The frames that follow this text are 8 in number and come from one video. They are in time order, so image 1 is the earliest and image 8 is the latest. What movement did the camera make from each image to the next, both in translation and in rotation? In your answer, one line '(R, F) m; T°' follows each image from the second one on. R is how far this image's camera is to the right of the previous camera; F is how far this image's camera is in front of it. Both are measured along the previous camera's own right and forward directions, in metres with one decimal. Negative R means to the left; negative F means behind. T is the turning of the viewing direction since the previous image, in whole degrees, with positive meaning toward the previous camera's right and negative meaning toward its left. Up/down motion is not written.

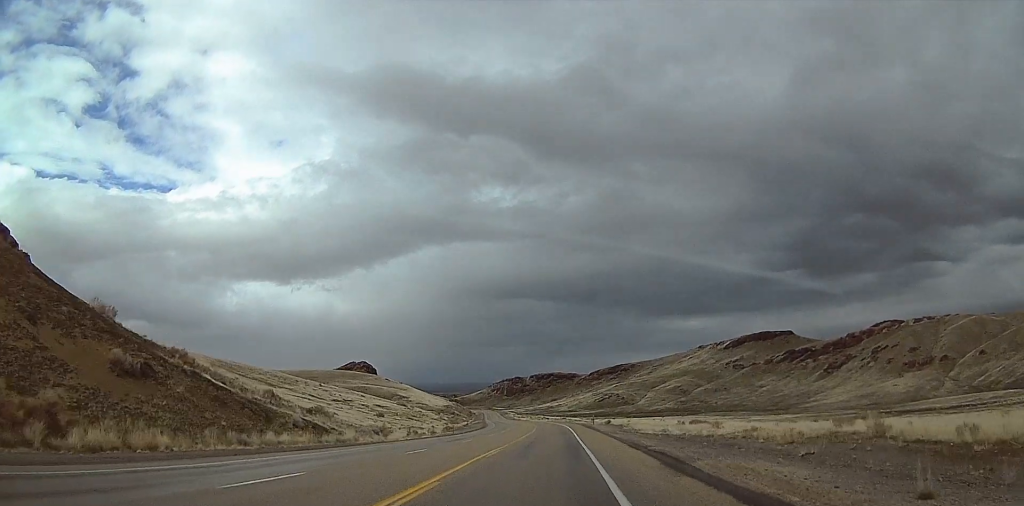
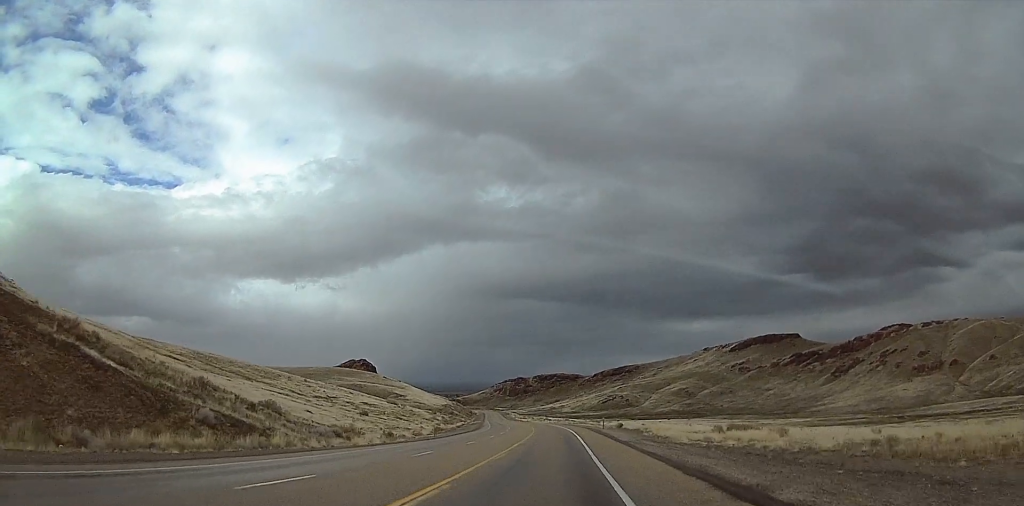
(+0.1, +14.8) m; -1°
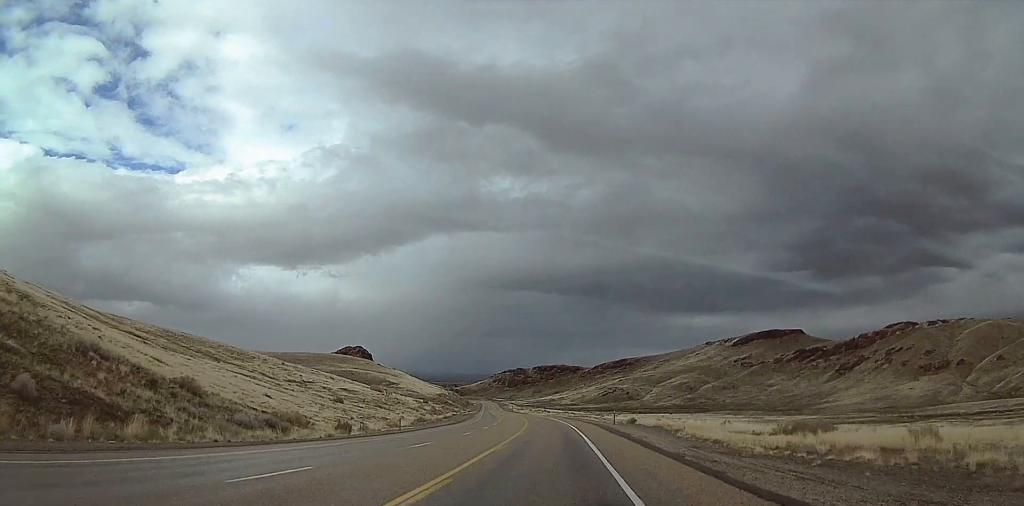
(-0.4, +15.7) m; -1°
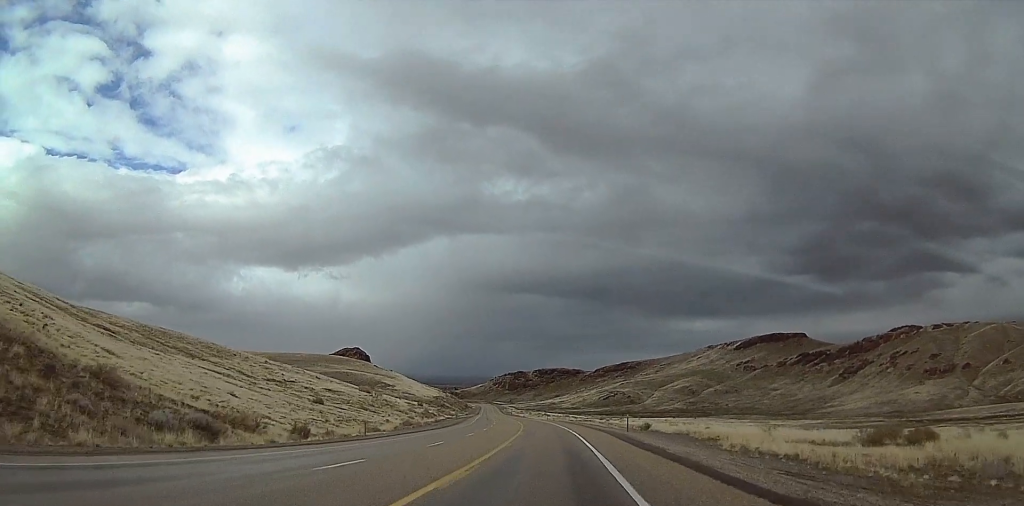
(-0.1, +10.7) m; 0°
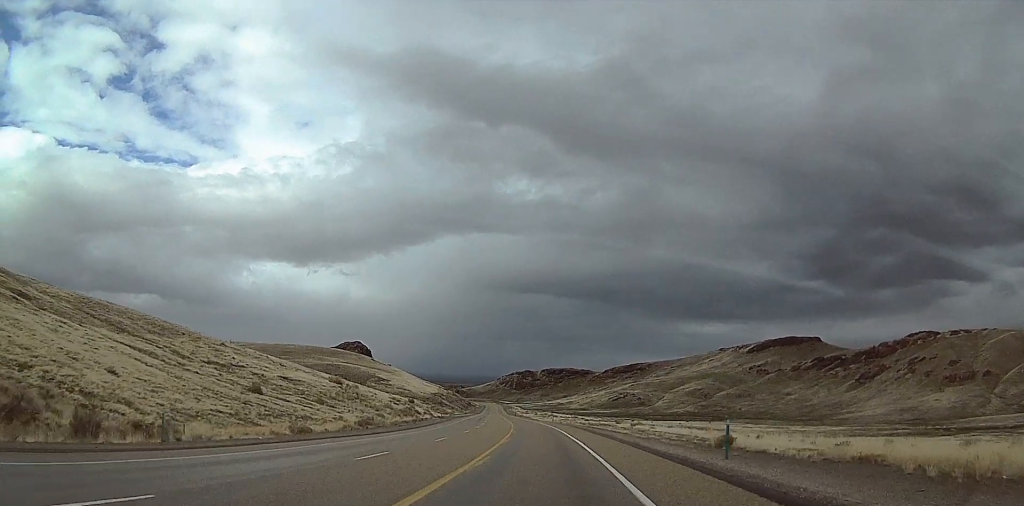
(+0.1, +26.6) m; +1°
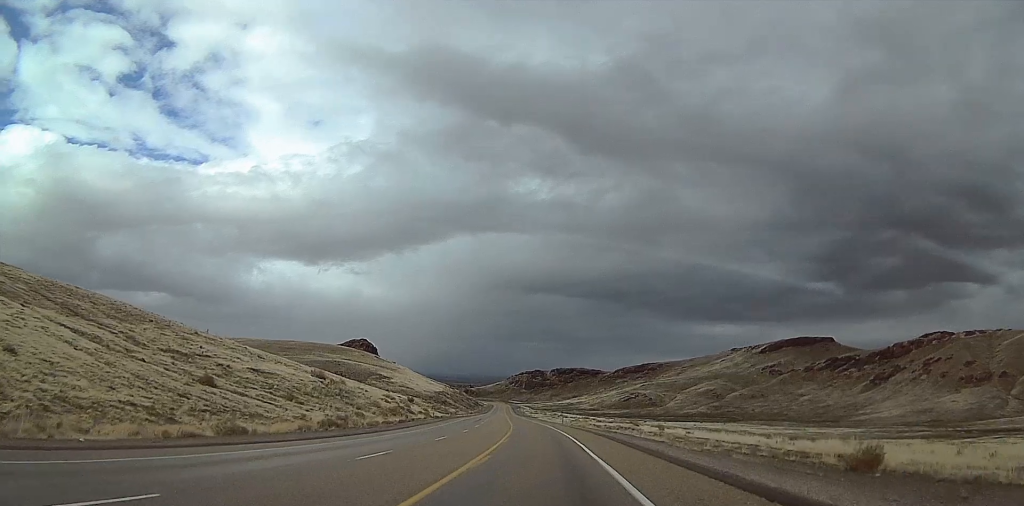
(+0.4, +15.1) m; -1°
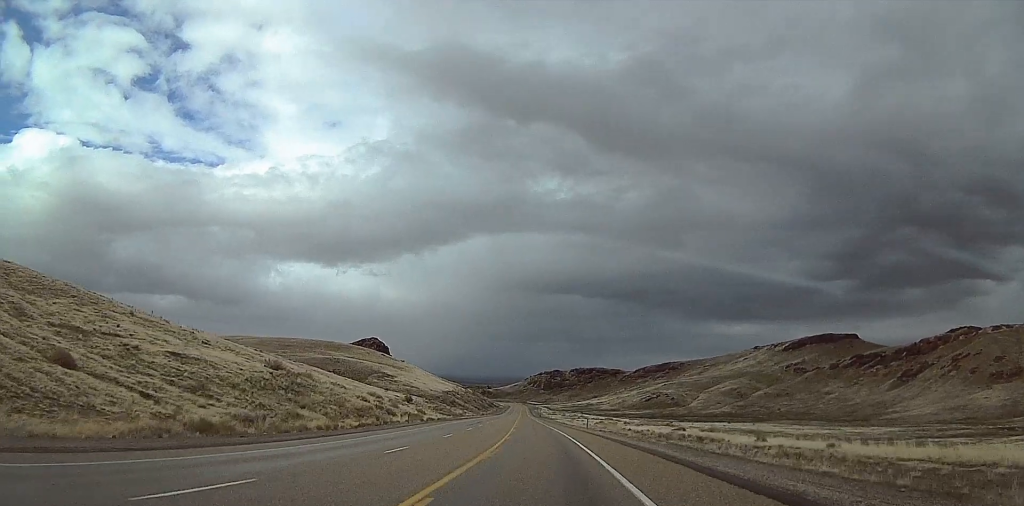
(-0.8, +27.0) m; -3°
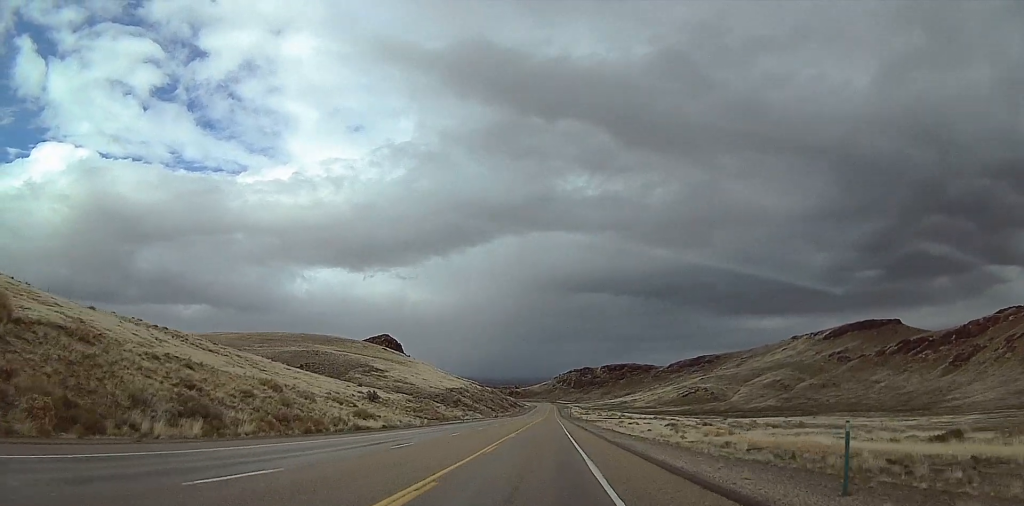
(-1.4, +59.4) m; -1°
